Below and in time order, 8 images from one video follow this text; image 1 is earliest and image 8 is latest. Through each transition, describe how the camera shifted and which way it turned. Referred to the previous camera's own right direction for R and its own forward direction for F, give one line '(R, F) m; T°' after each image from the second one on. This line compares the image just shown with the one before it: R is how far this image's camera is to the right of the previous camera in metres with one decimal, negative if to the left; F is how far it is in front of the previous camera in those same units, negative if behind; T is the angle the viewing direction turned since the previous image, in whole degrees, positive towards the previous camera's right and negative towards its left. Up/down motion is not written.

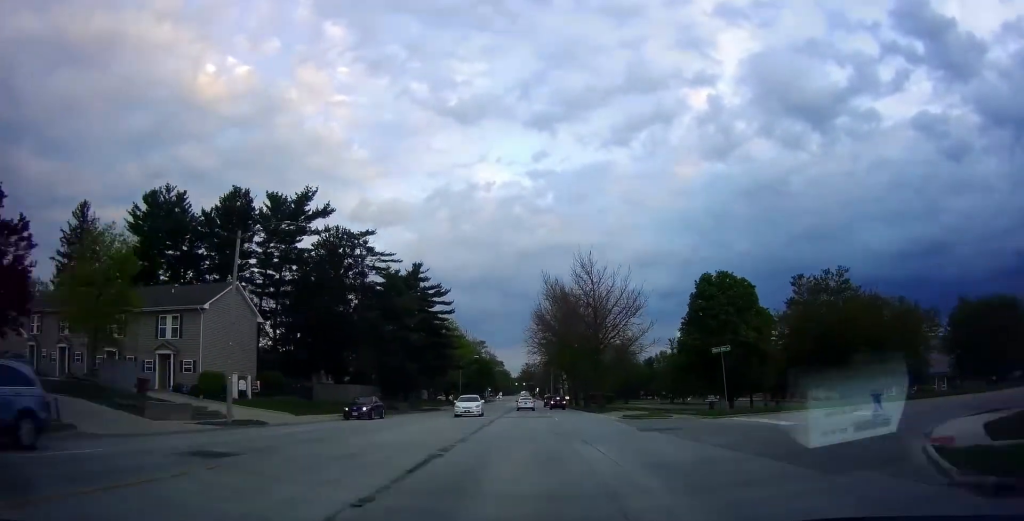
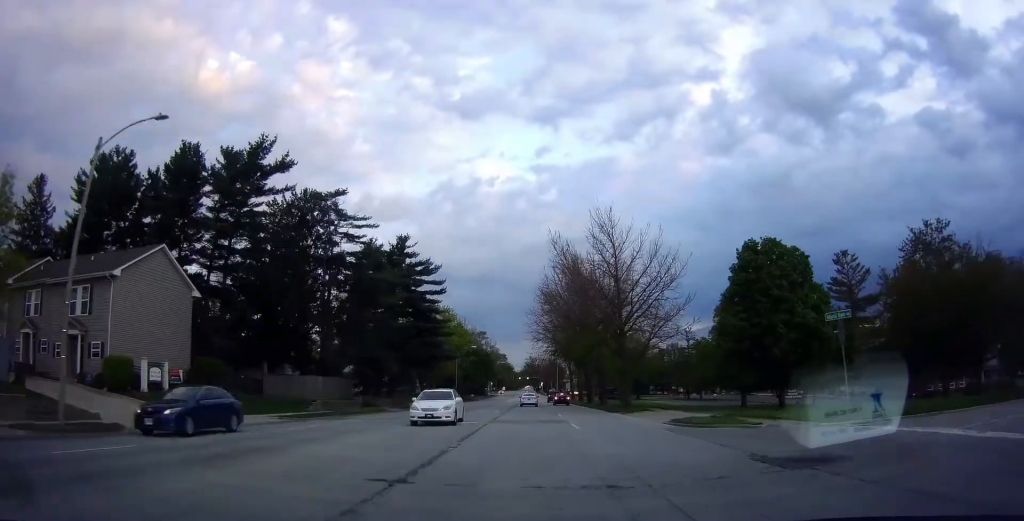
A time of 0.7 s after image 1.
(+0.1, +11.5) m; -2°
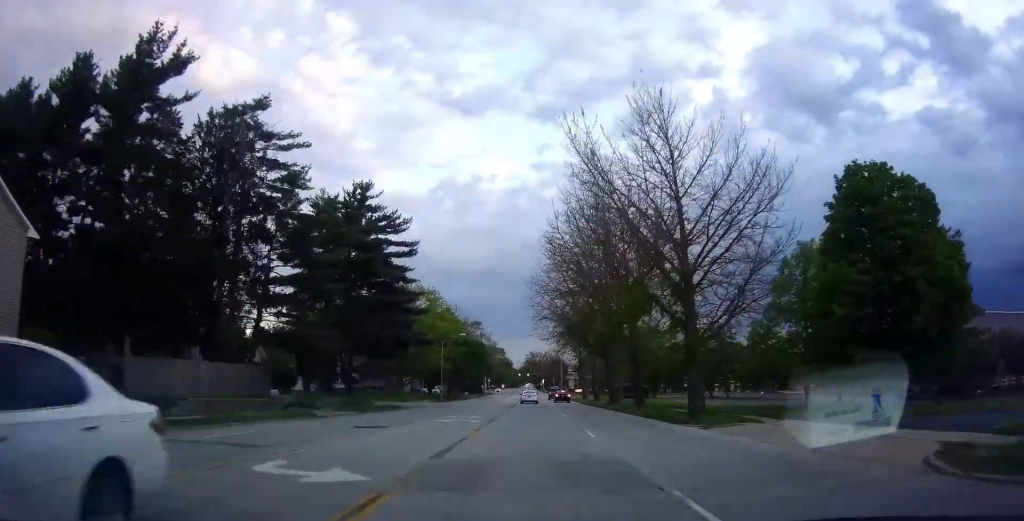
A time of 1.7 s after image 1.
(-0.8, +18.2) m; 0°
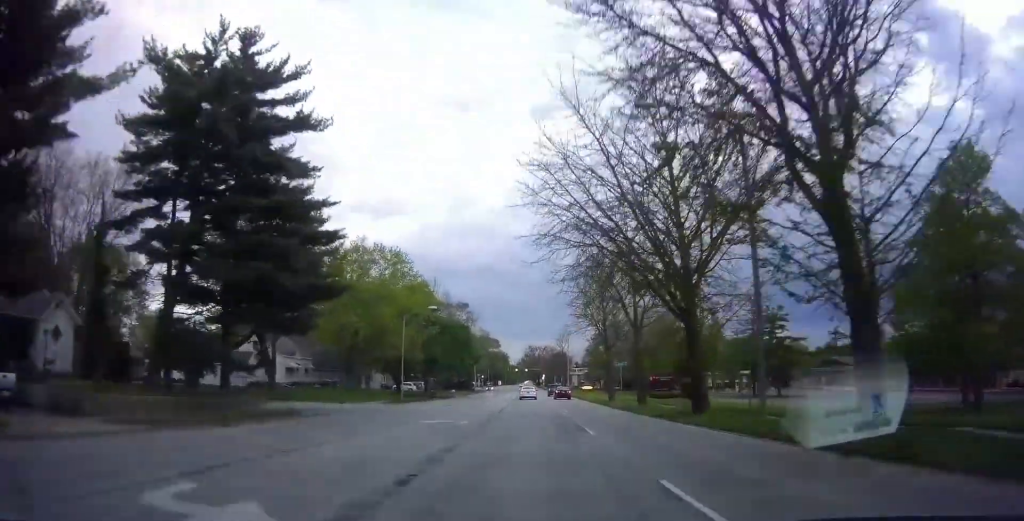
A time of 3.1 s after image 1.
(+1.1, +24.9) m; +3°
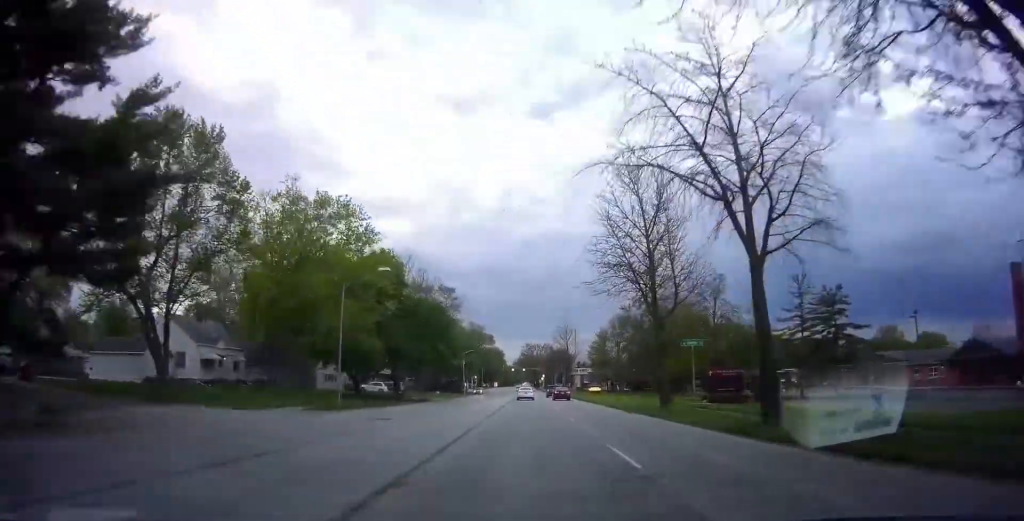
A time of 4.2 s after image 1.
(0.0, +19.0) m; 0°
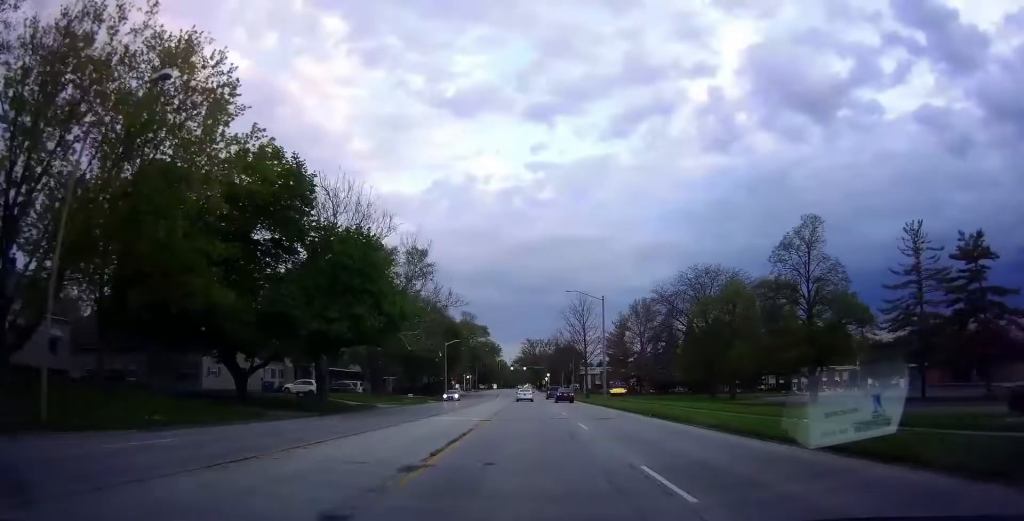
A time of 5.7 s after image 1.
(0.0, +27.8) m; 0°
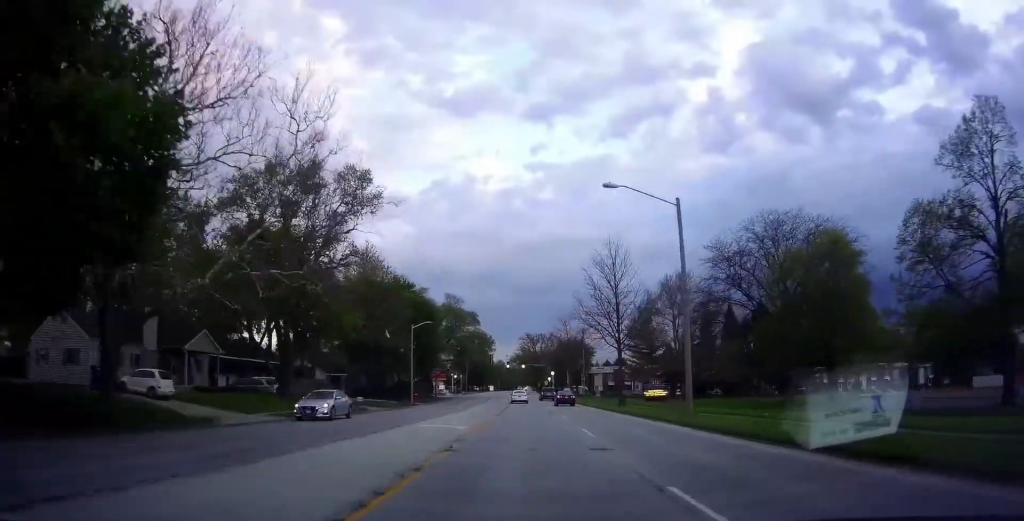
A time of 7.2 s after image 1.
(0.0, +25.4) m; 0°
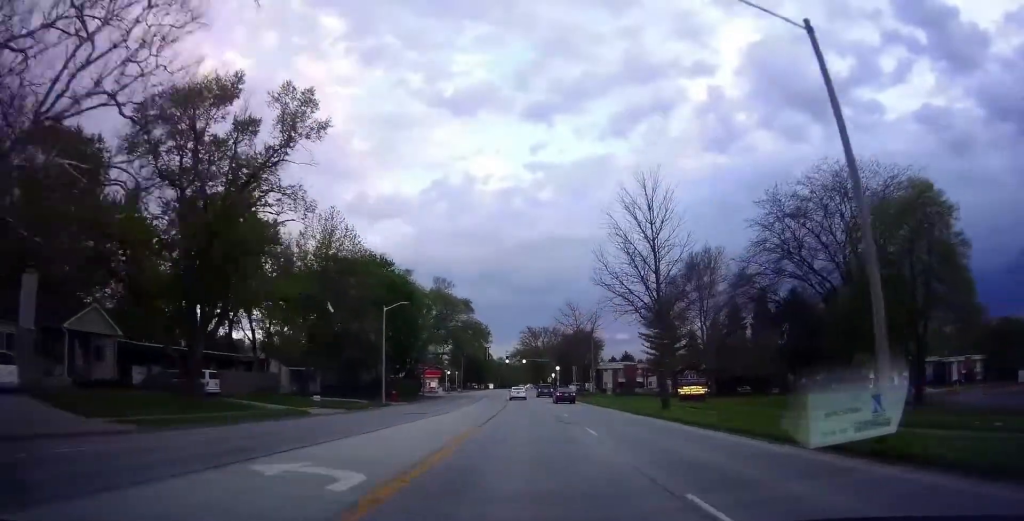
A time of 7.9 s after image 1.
(0.0, +13.5) m; 0°
